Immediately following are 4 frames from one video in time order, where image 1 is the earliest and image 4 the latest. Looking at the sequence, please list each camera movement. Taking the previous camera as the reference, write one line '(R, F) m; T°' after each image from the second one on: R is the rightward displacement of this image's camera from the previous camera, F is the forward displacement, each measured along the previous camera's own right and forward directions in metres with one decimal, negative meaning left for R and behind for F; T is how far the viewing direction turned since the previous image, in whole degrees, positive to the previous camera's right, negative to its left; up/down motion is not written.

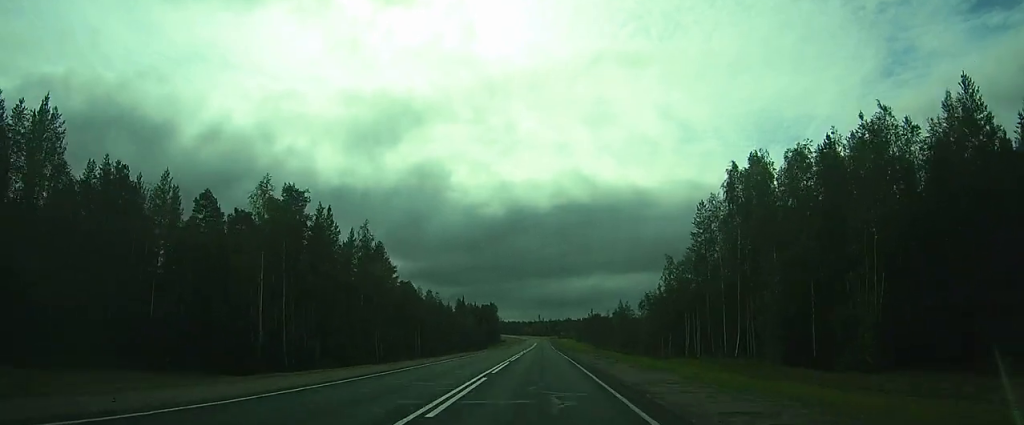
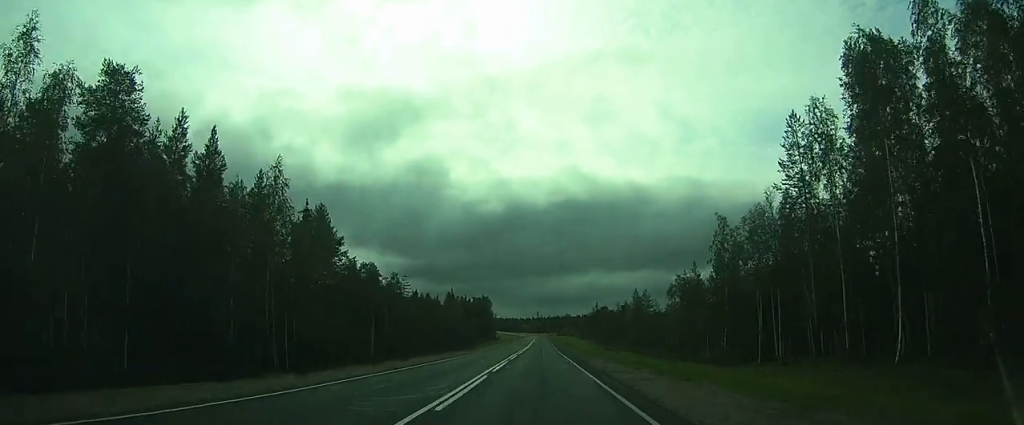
(-0.1, +21.4) m; 0°
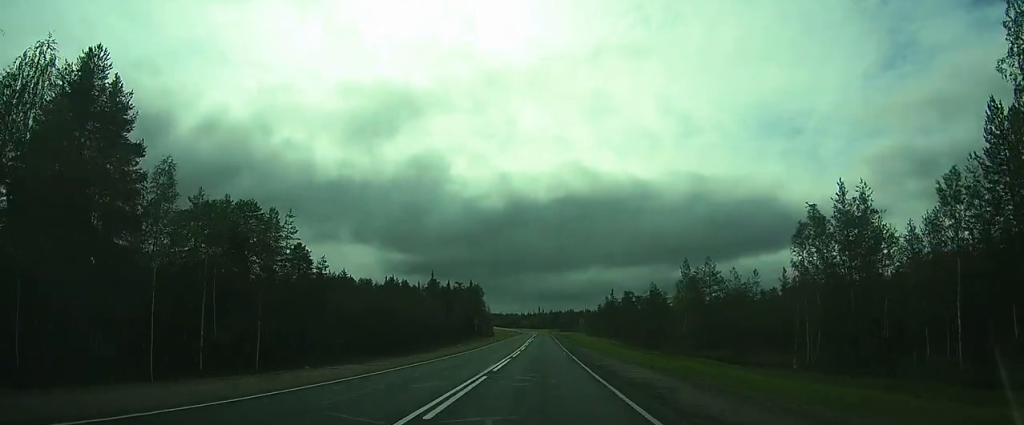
(-0.1, +32.2) m; 0°
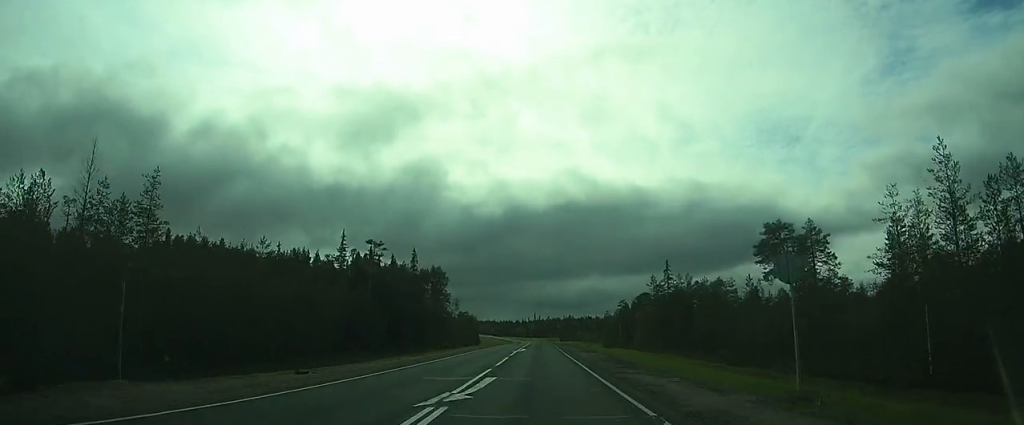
(+0.5, +62.8) m; +1°
